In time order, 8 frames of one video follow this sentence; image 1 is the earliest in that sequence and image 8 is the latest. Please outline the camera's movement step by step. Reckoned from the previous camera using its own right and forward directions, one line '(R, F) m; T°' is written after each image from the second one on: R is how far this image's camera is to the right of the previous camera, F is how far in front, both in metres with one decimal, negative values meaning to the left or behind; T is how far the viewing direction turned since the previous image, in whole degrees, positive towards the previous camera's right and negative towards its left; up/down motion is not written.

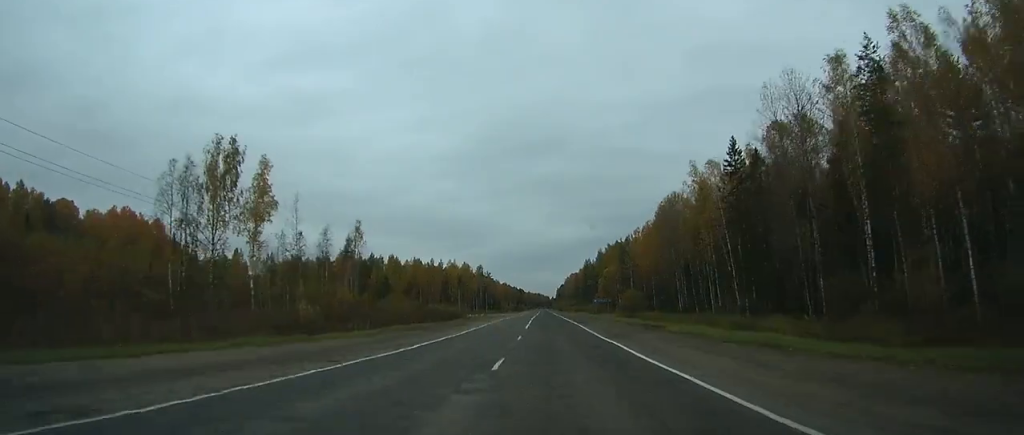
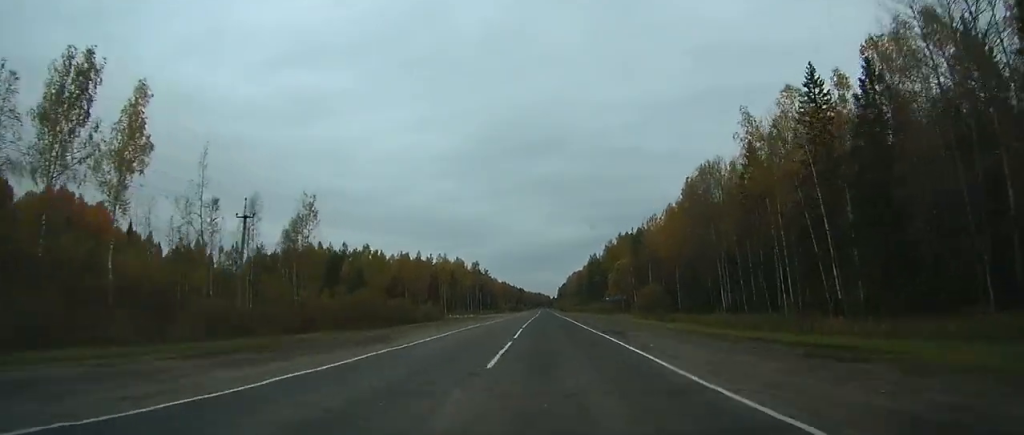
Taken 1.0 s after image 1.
(0.0, +23.3) m; 0°
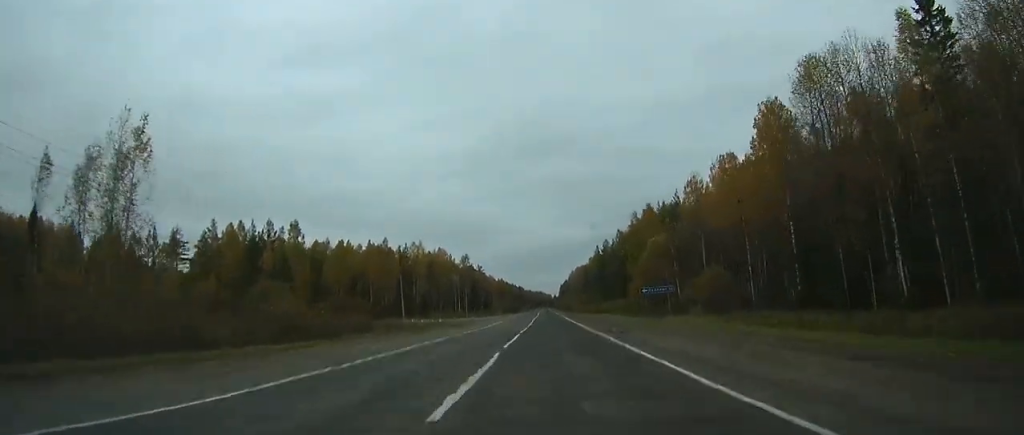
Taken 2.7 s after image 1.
(0.0, +38.4) m; 0°
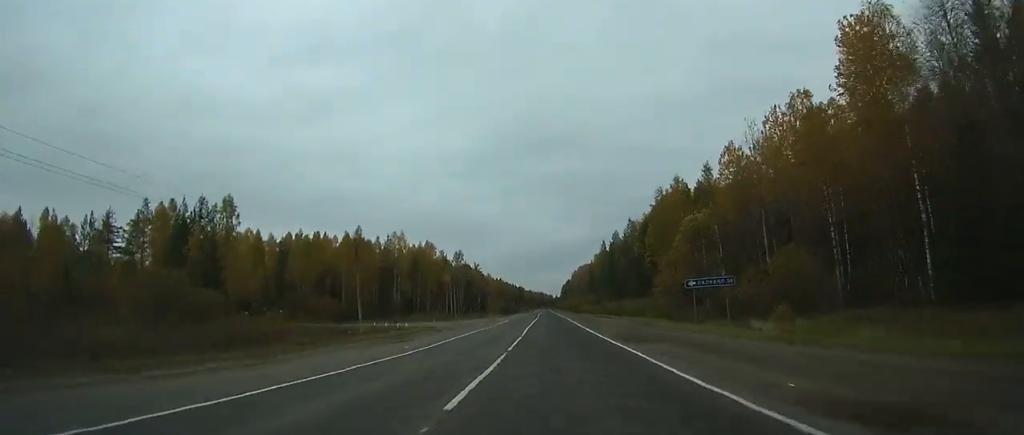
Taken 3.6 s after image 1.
(0.0, +23.0) m; 0°
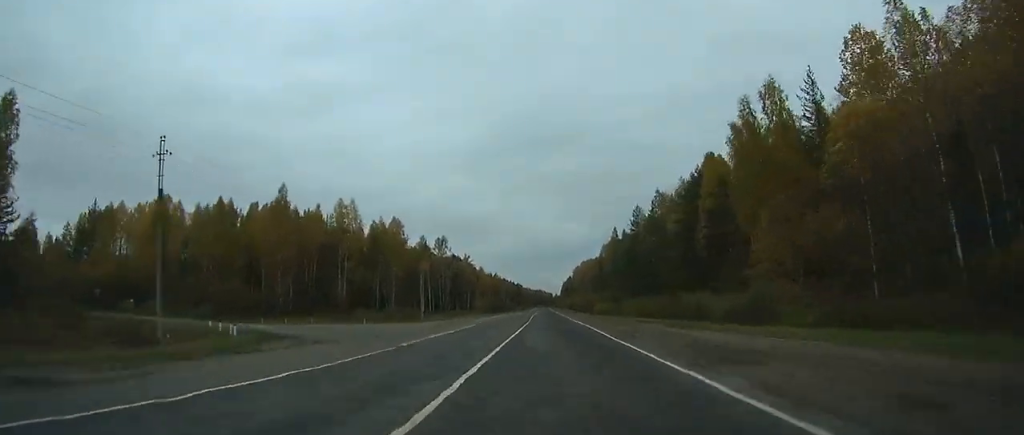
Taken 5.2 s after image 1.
(0.0, +39.3) m; 0°
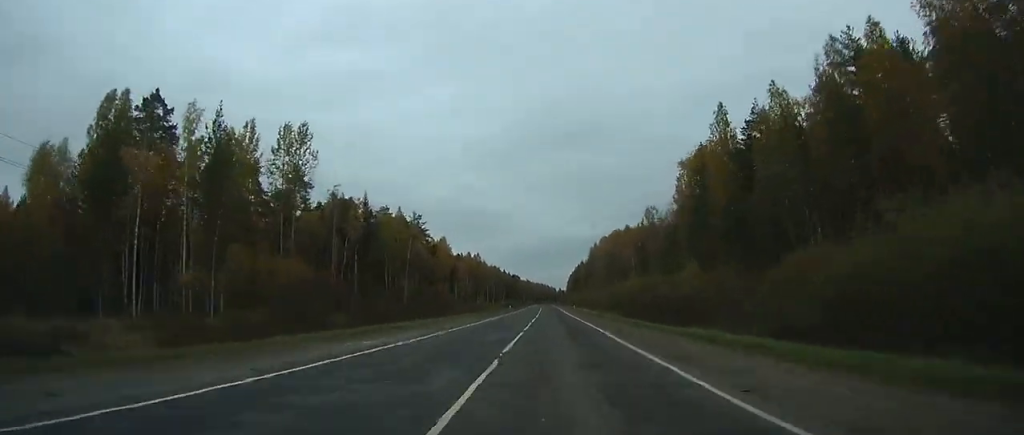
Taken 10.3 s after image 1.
(+0.1, +119.6) m; 0°
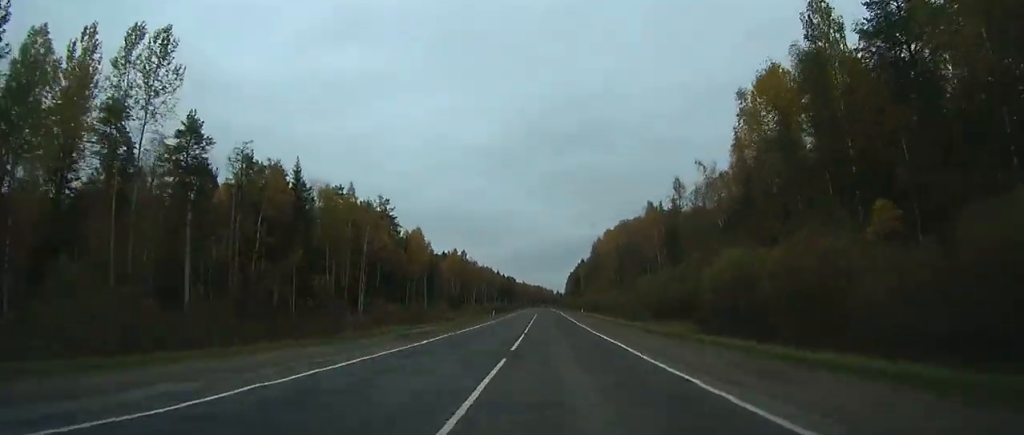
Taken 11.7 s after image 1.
(0.0, +32.9) m; 0°
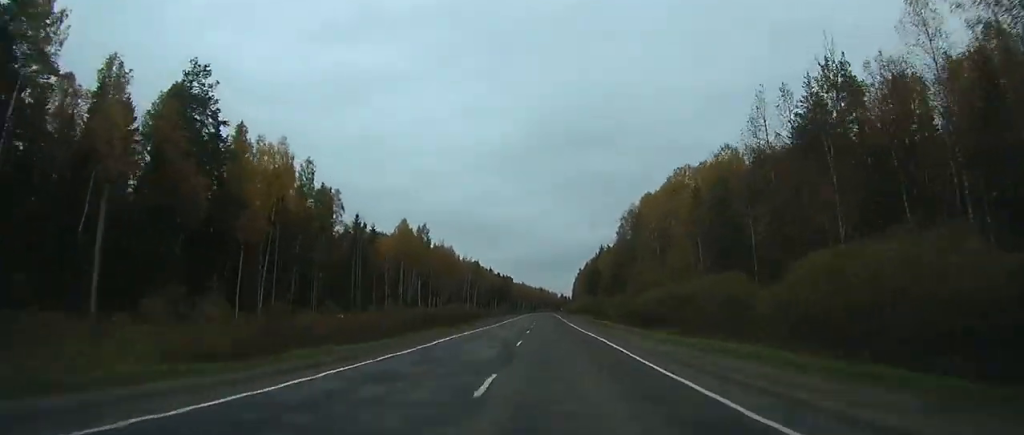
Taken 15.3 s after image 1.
(+0.1, +88.1) m; 0°
